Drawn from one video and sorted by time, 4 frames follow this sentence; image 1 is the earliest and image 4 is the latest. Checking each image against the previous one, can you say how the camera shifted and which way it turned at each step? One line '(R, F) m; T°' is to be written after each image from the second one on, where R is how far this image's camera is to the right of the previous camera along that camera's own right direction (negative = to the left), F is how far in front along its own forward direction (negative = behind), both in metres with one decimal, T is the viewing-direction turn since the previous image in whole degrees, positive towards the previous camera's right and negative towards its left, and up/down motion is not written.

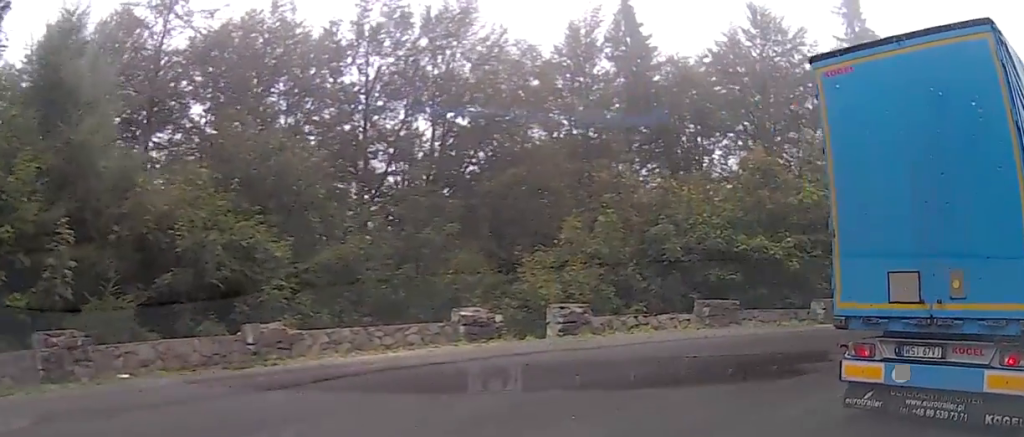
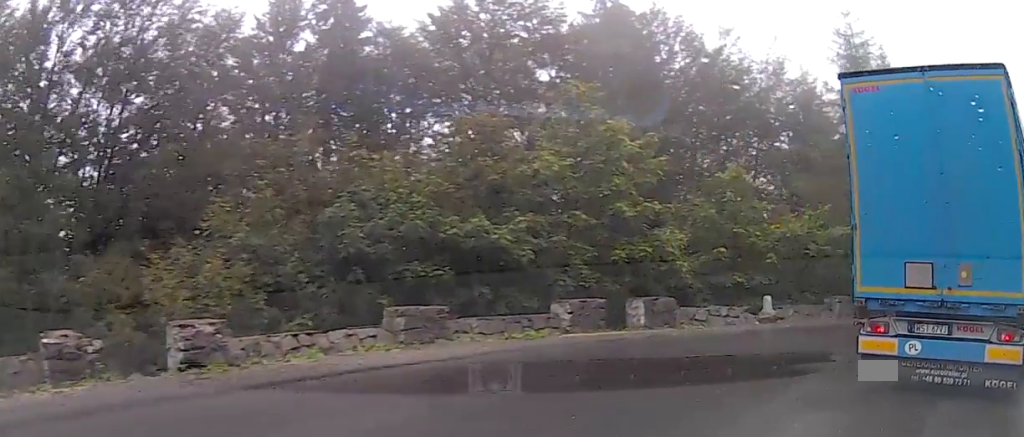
(+0.2, +4.2) m; +22°
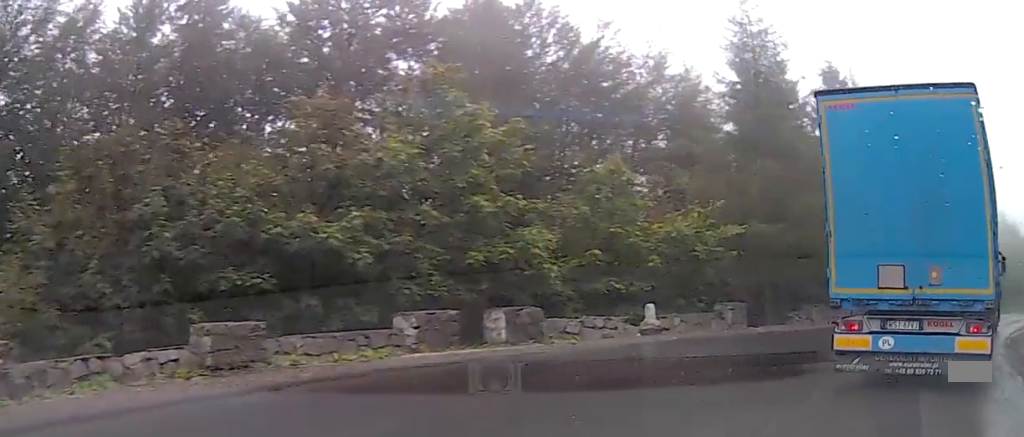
(+0.6, +1.8) m; +15°
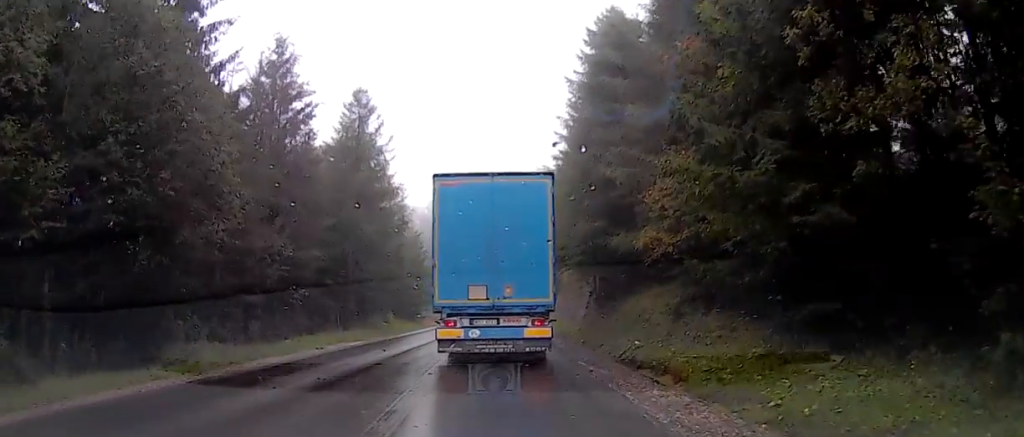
(+10.1, +20.7) m; +38°
